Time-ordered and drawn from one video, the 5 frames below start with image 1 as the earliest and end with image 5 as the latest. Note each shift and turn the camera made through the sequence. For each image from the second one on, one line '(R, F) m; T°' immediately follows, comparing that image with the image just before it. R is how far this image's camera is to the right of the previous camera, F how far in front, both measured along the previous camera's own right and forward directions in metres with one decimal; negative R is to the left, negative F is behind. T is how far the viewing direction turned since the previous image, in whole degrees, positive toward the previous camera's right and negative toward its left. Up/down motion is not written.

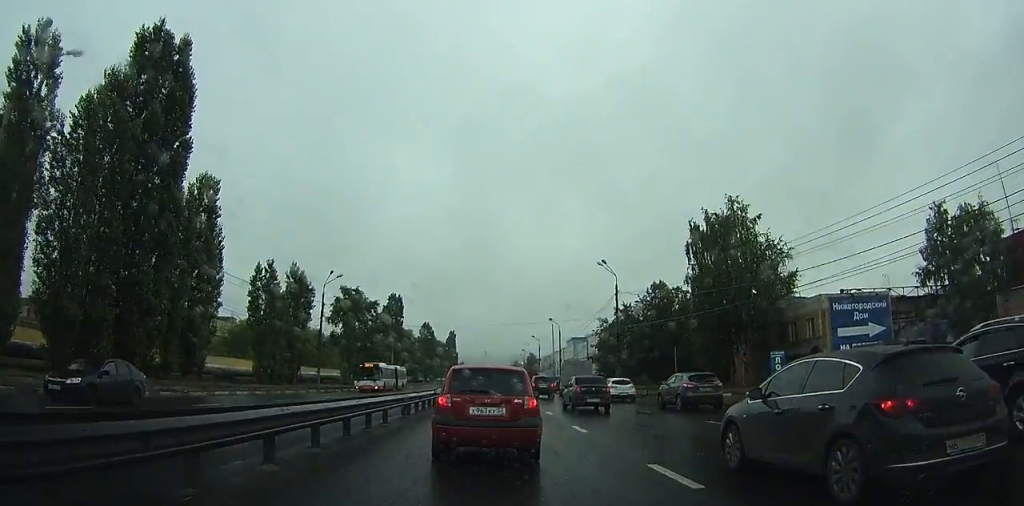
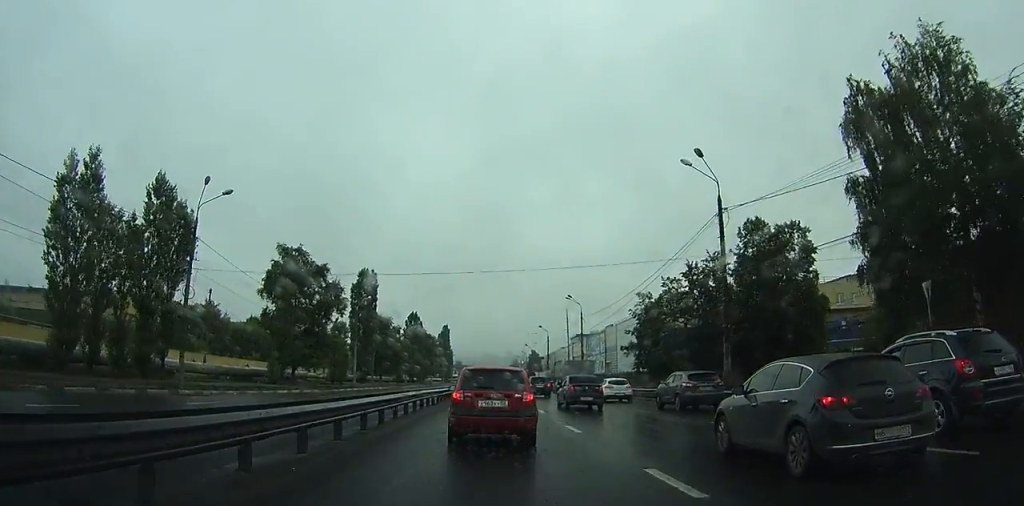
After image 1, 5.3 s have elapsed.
(+0.7, +24.3) m; +2°
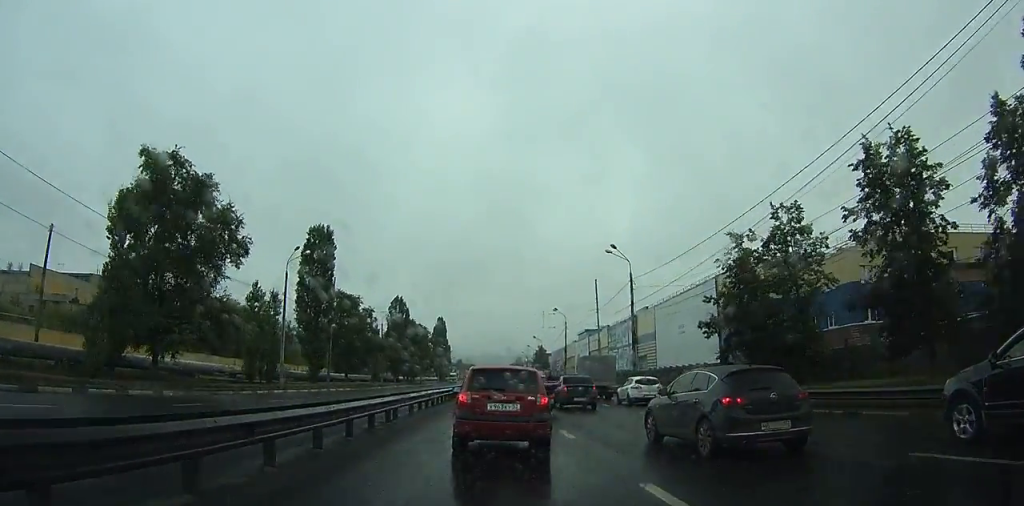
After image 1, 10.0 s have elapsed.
(-0.7, +24.1) m; -1°
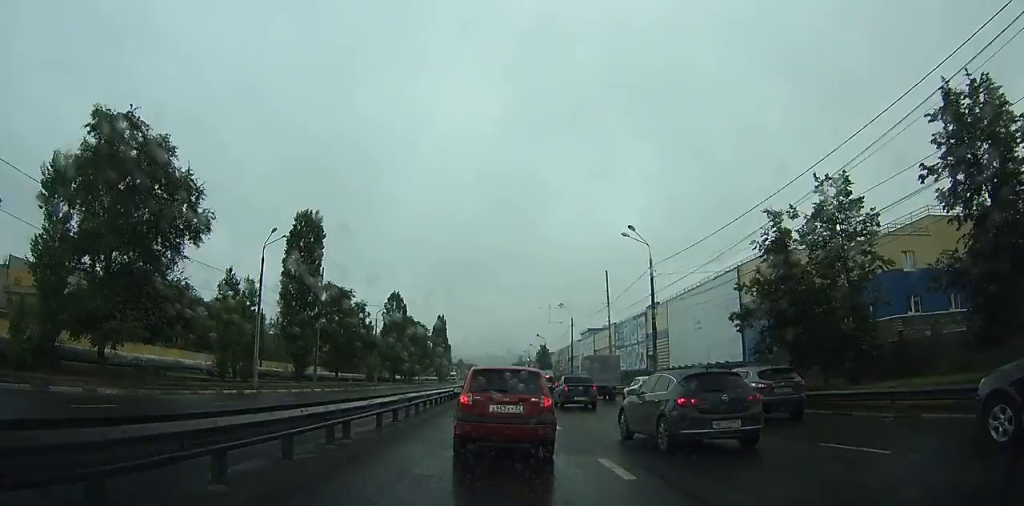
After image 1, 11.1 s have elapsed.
(0.0, +5.5) m; 0°
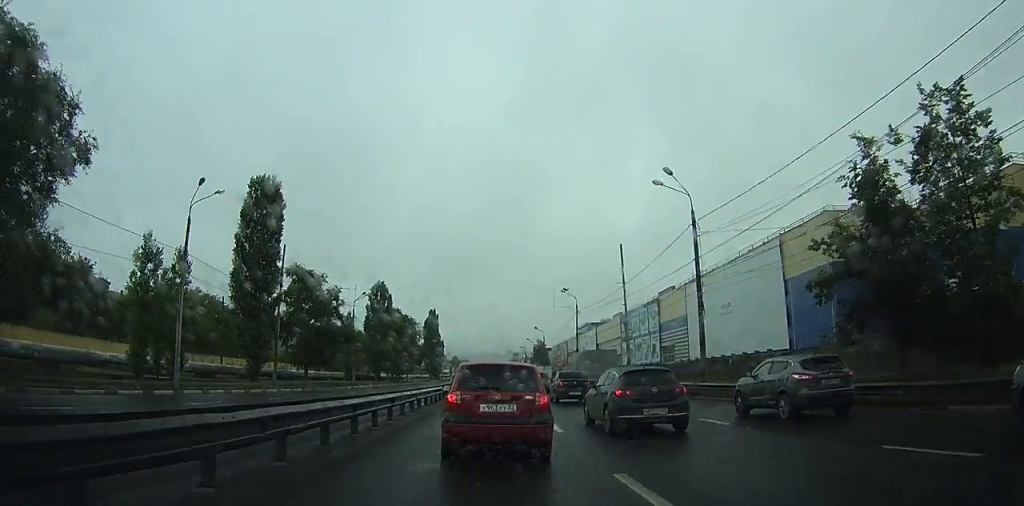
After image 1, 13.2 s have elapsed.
(0.0, +10.6) m; 0°
